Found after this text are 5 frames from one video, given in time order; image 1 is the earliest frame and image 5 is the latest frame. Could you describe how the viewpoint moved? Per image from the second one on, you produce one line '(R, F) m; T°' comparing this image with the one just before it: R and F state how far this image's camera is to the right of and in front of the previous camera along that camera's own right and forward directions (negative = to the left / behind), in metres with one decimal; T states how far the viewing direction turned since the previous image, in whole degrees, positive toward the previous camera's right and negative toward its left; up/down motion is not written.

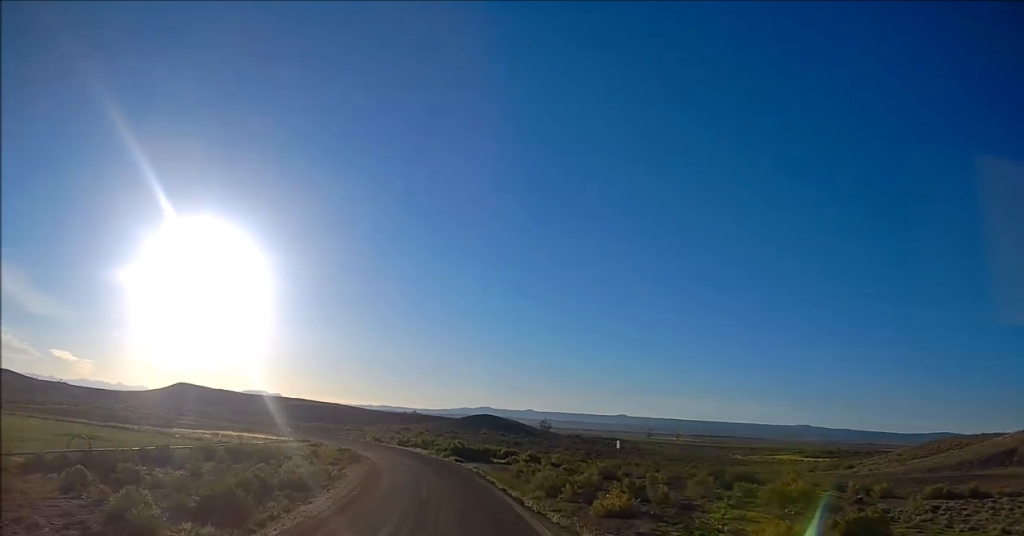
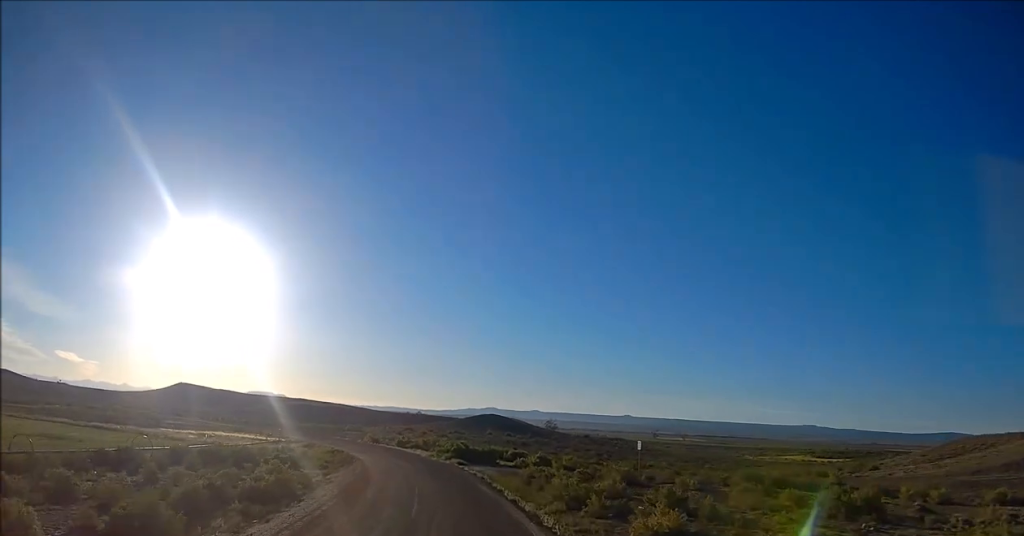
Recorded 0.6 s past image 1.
(0.0, +5.8) m; -1°
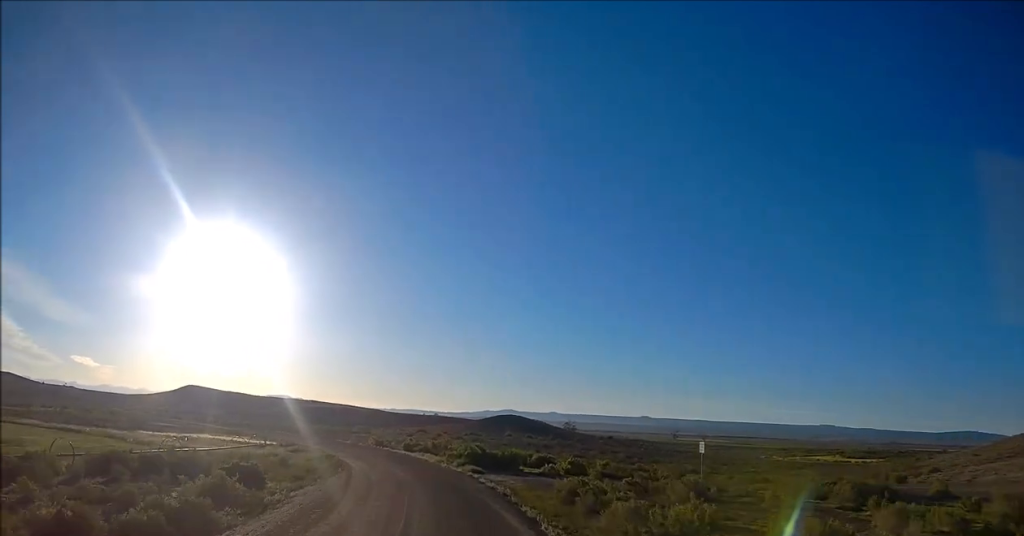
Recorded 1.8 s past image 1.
(-0.1, +10.4) m; -2°
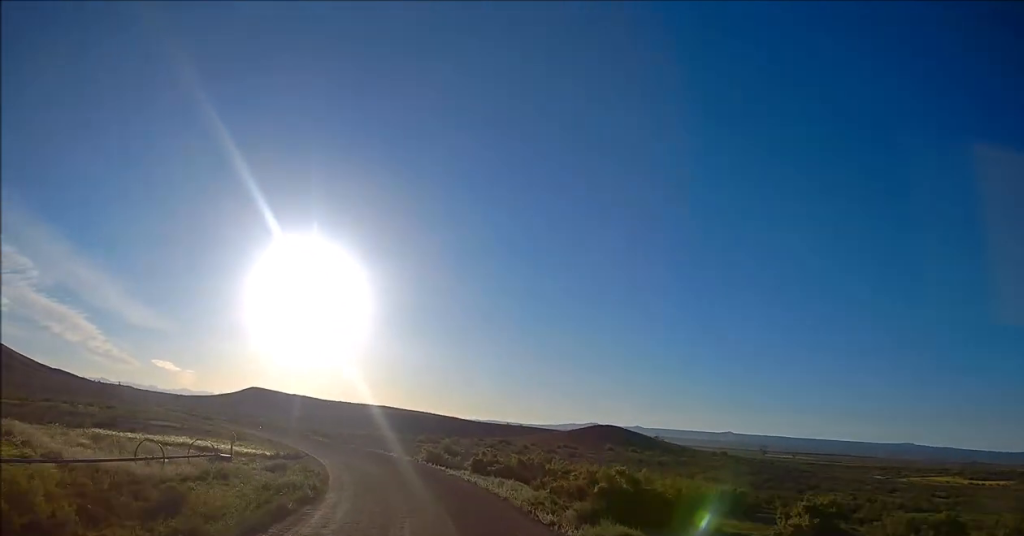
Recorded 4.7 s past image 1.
(-2.2, +27.3) m; -9°
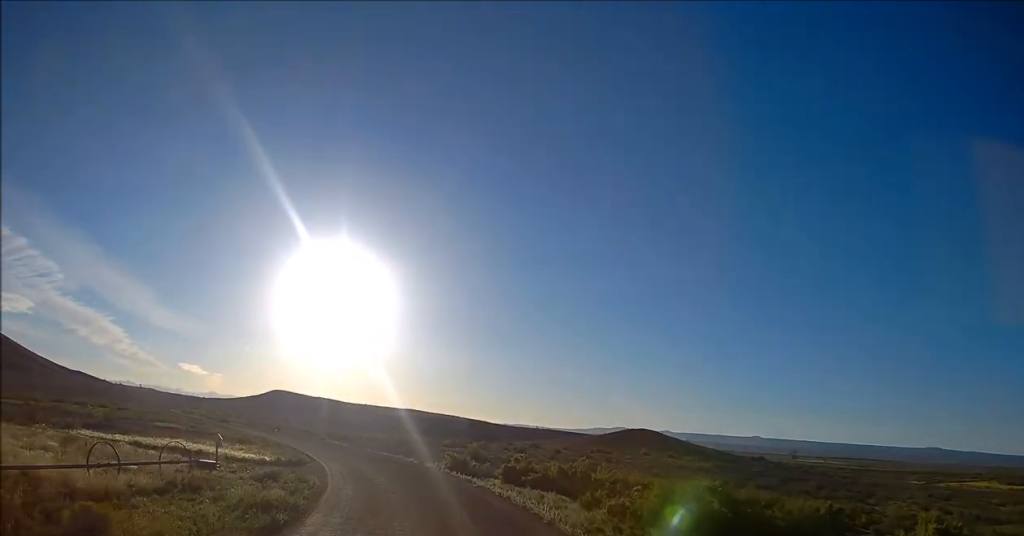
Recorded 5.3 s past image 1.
(-0.1, +6.6) m; -2°
